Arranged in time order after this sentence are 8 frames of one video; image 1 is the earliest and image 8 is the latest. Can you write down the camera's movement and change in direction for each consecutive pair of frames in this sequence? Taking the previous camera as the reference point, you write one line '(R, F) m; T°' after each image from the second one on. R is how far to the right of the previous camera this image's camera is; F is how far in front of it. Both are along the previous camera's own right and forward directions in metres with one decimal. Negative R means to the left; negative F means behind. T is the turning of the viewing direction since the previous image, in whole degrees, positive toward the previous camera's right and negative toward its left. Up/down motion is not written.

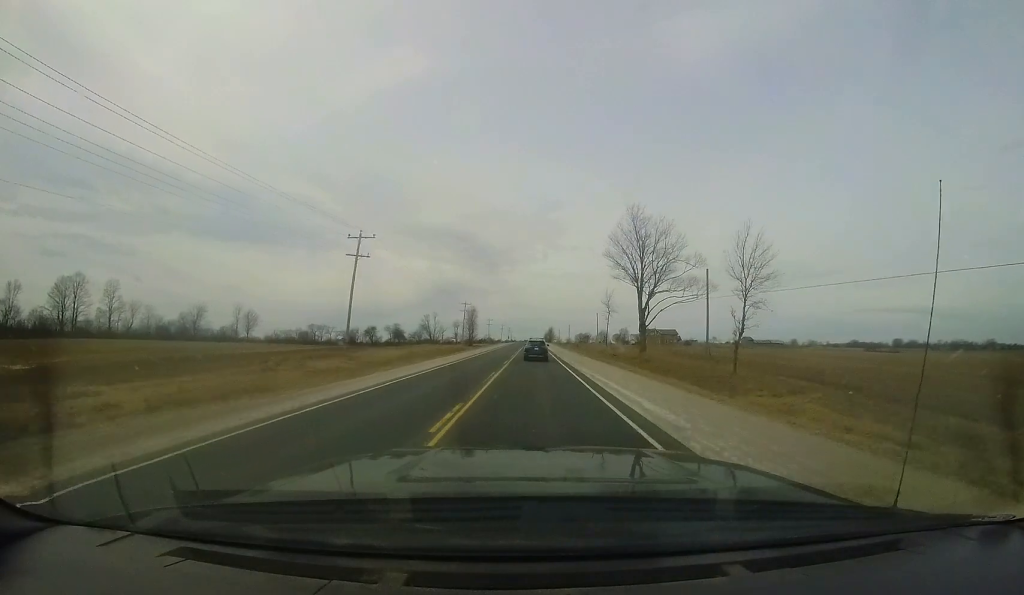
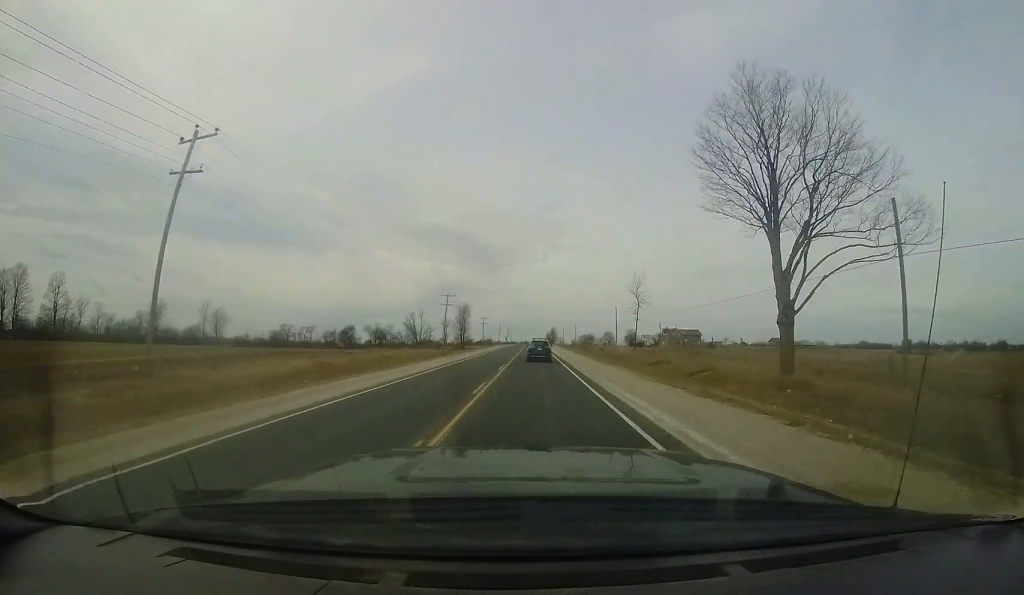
(-0.1, +21.8) m; -1°
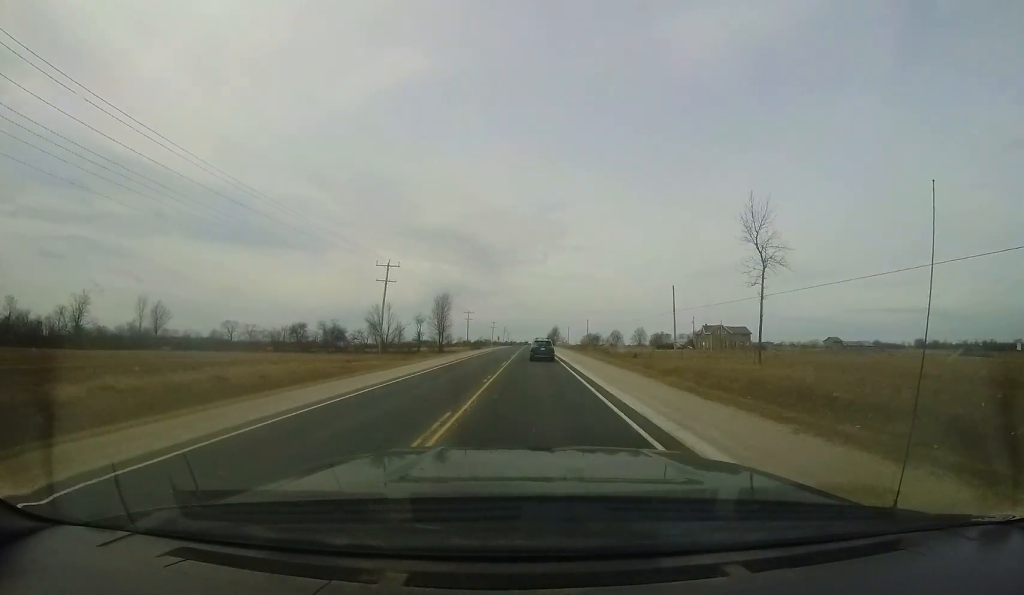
(-0.3, +32.4) m; 0°
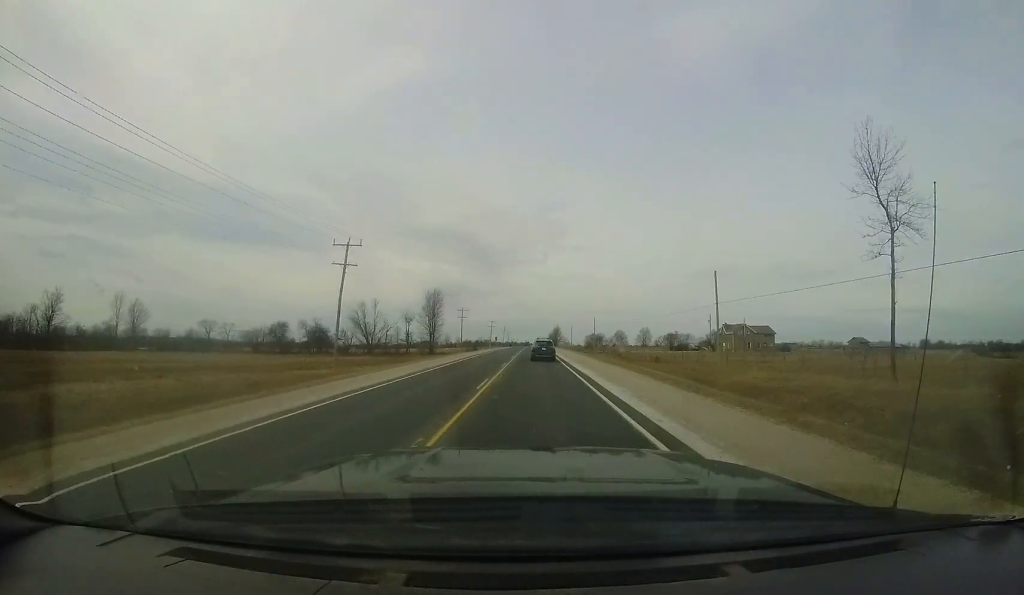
(+0.3, +10.8) m; 0°
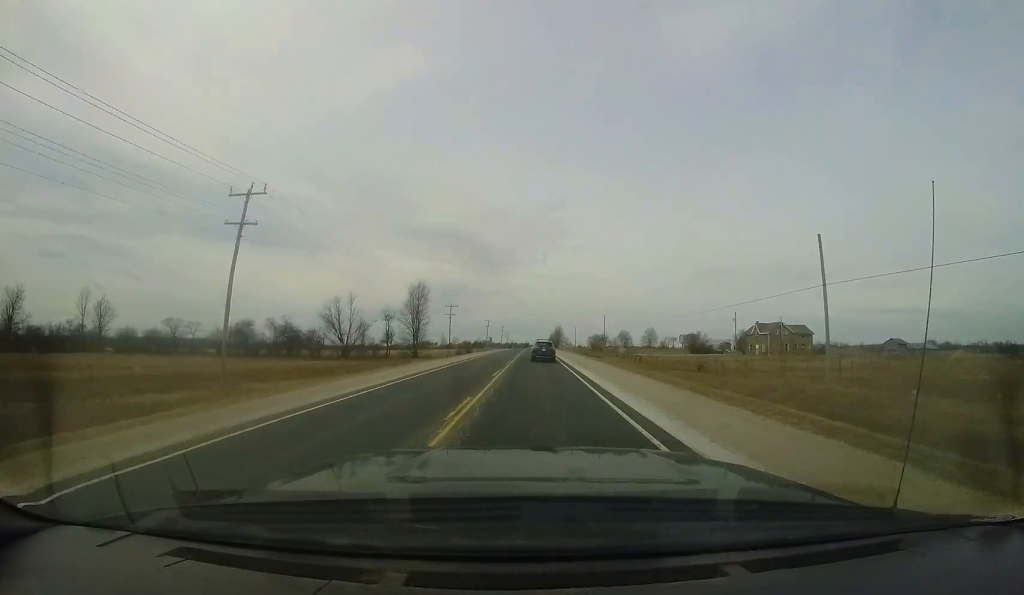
(+0.1, +14.3) m; 0°
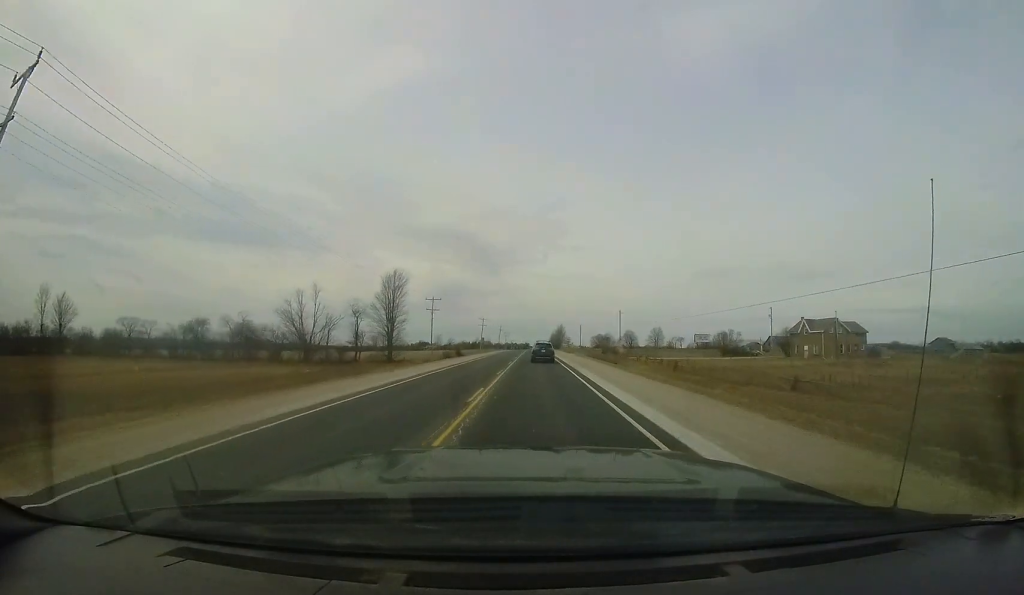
(-0.3, +15.3) m; -1°
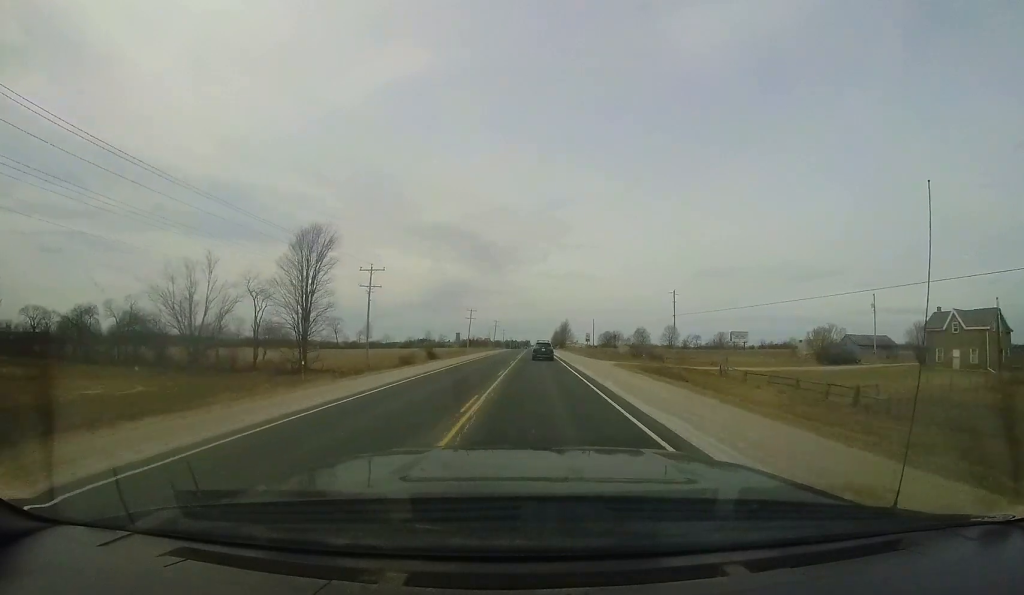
(+0.4, +27.0) m; +1°
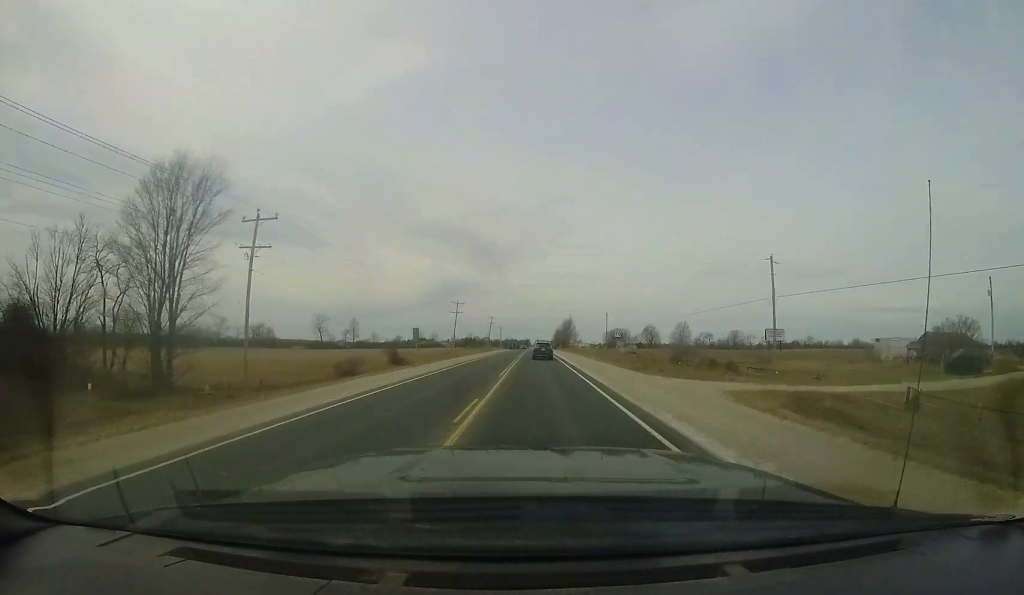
(+0.1, +18.9) m; 0°
